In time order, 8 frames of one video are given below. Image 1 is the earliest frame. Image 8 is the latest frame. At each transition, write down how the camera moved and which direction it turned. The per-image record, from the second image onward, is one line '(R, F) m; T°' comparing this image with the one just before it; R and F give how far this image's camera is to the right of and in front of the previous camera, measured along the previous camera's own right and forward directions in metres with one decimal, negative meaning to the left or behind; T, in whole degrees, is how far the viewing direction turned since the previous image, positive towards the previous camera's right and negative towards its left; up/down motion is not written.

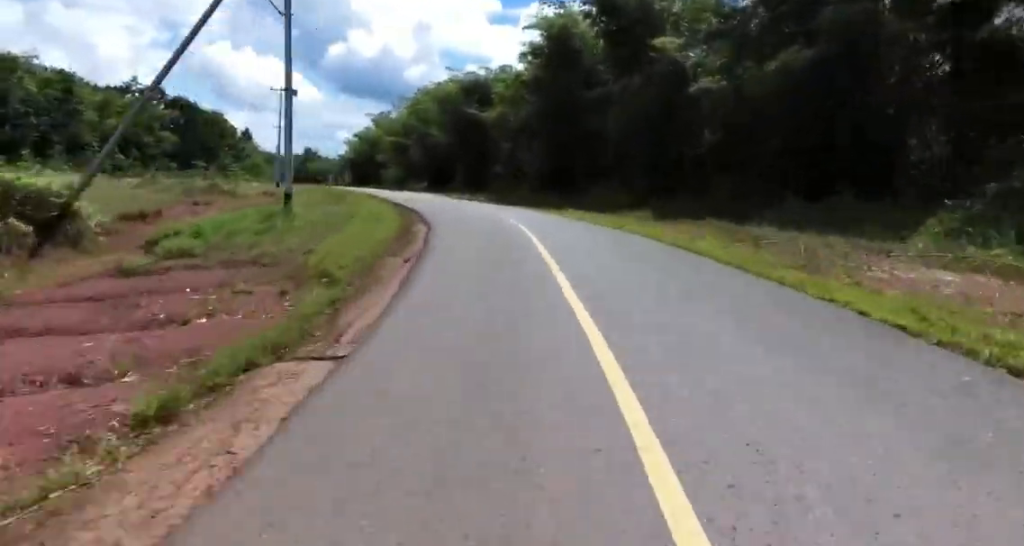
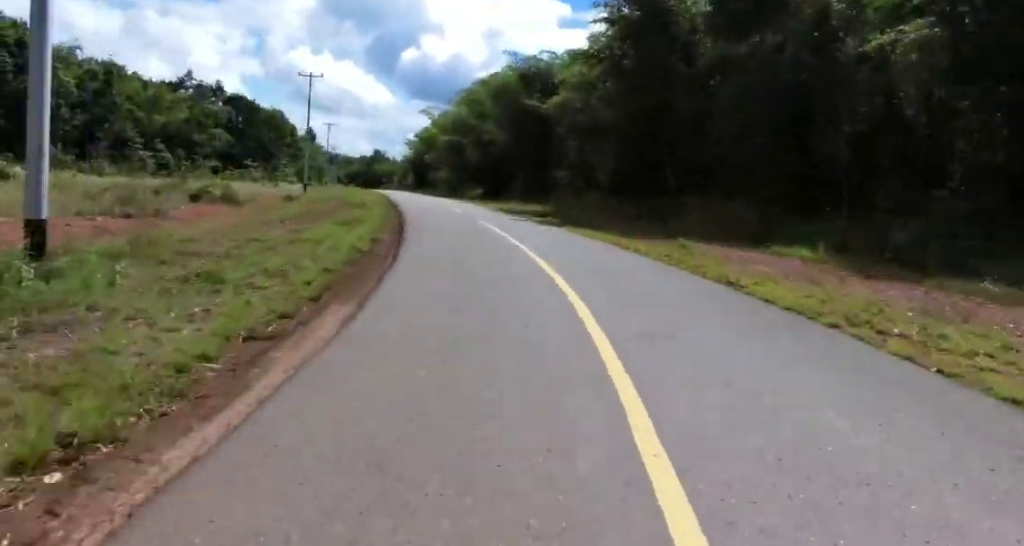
(-0.3, +12.3) m; -9°
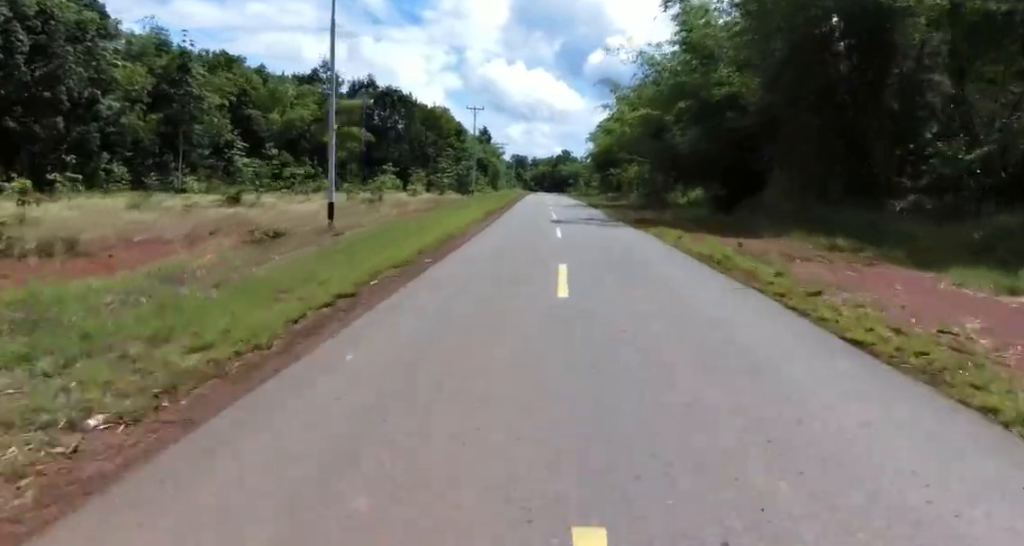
(-8.0, +32.9) m; -14°
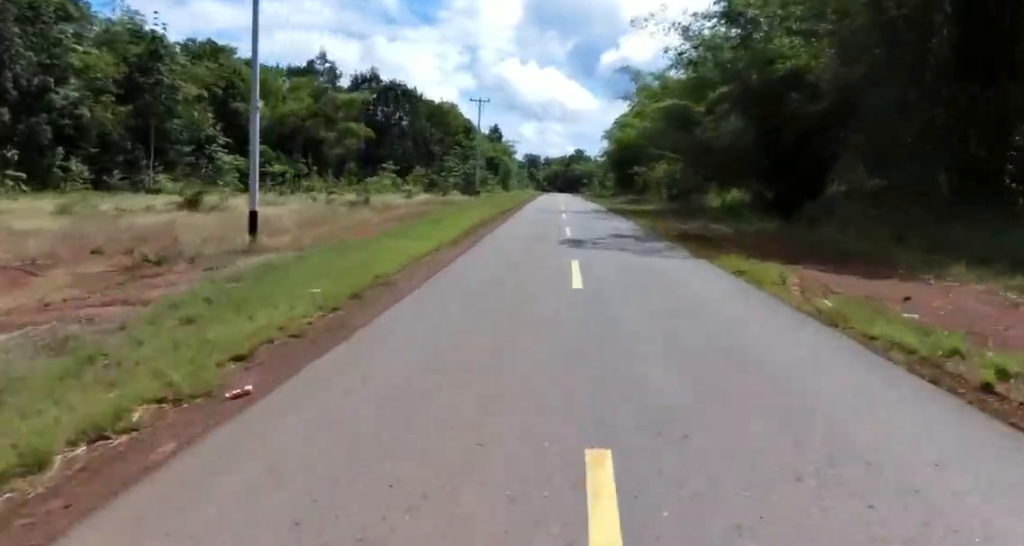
(+0.8, +7.7) m; 0°
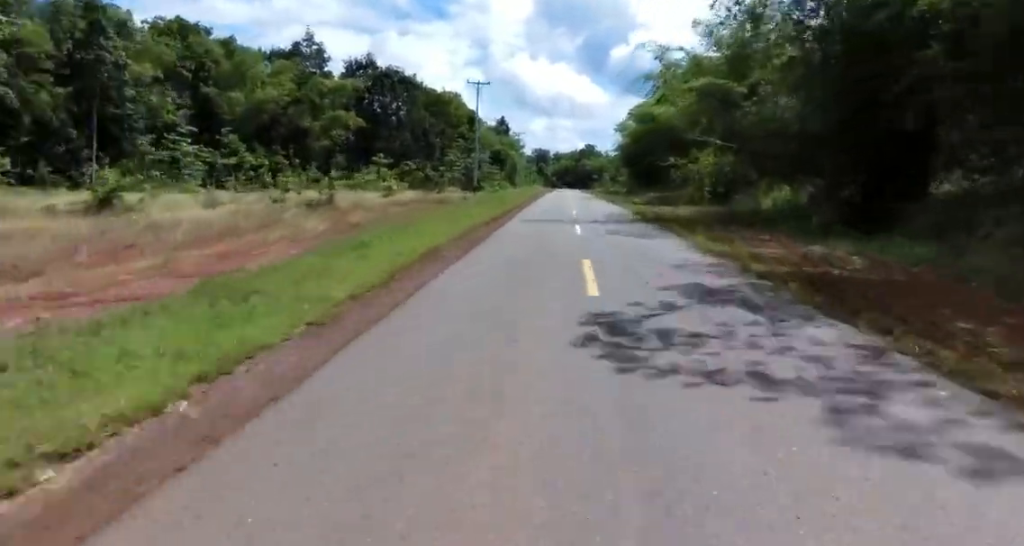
(+0.6, +9.8) m; -1°
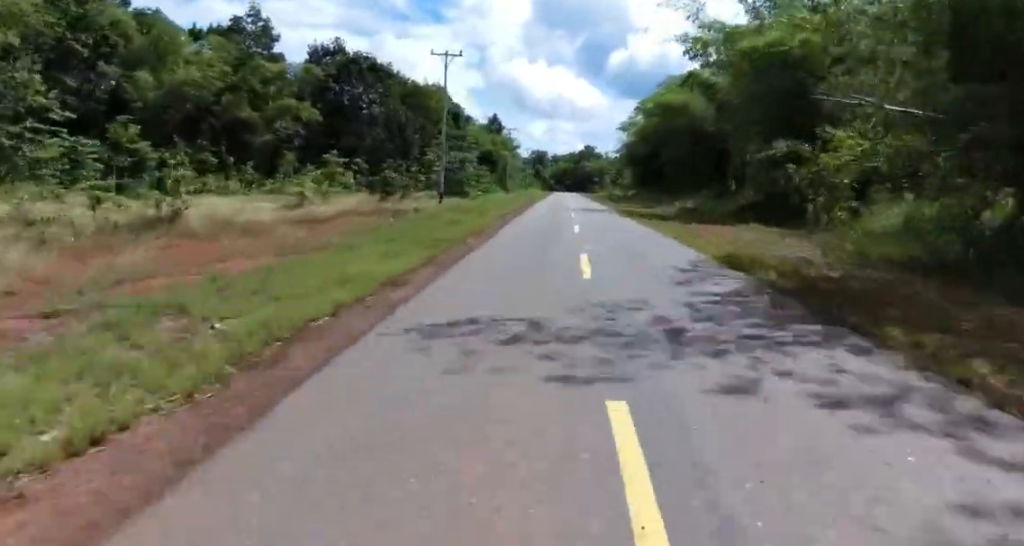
(-1.6, +15.2) m; -2°
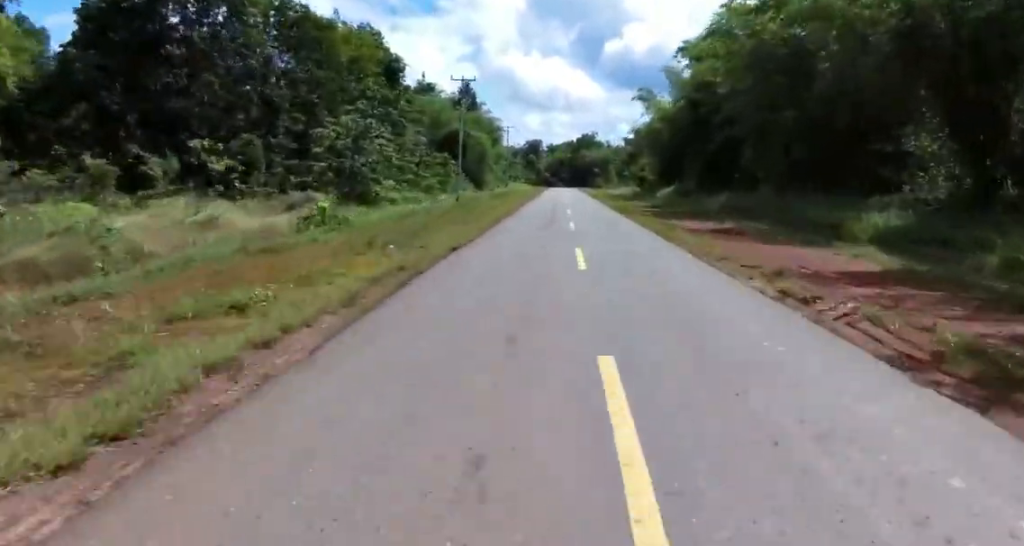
(+1.1, +40.8) m; 0°
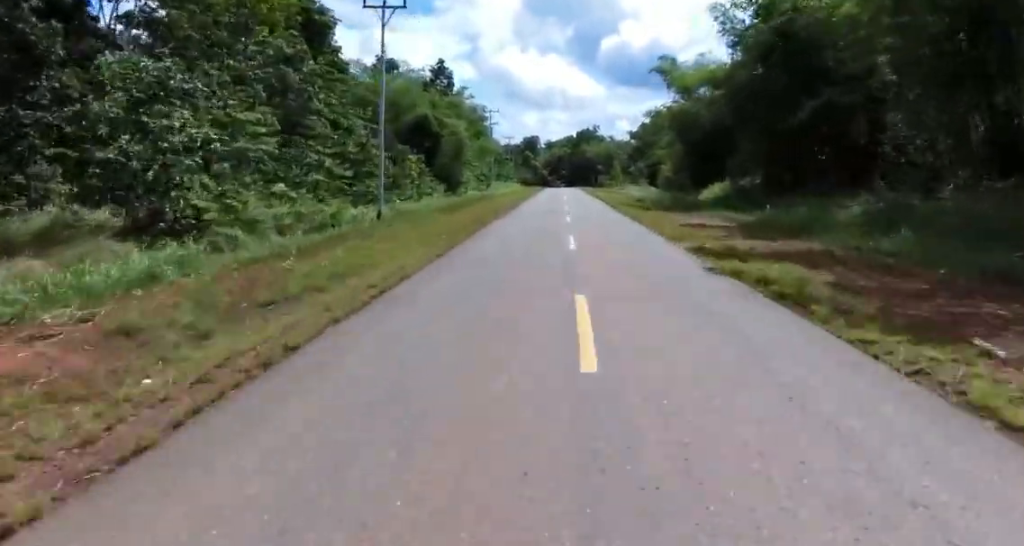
(-0.8, +22.8) m; +3°
